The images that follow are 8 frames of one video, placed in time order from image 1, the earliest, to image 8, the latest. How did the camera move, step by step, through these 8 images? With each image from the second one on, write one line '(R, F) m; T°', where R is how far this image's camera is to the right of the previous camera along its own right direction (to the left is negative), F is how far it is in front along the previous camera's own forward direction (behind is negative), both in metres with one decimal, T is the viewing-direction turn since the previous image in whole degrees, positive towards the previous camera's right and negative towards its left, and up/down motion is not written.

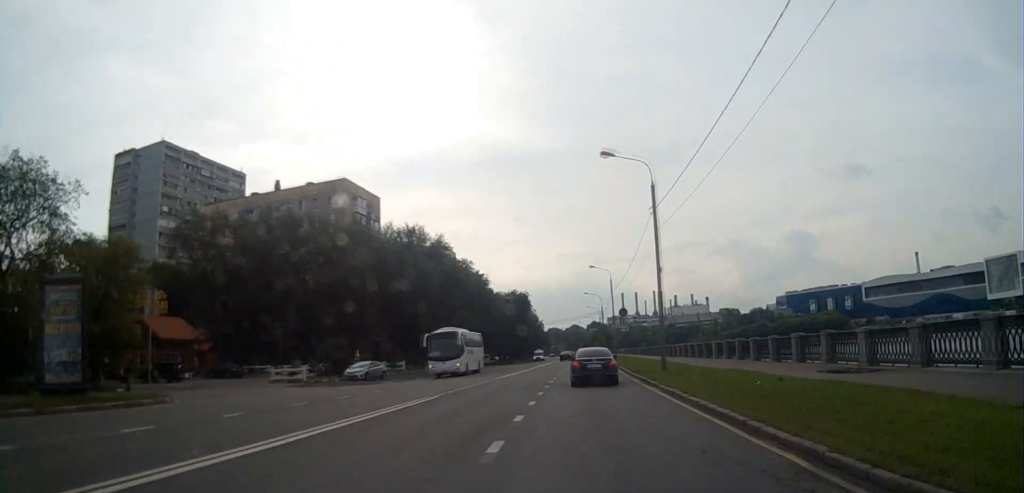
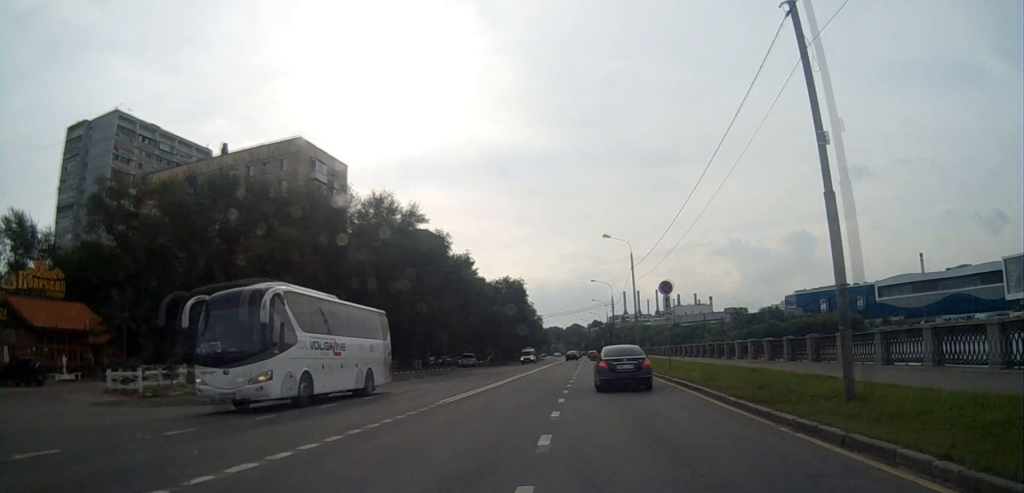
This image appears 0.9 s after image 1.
(+0.2, +20.1) m; 0°
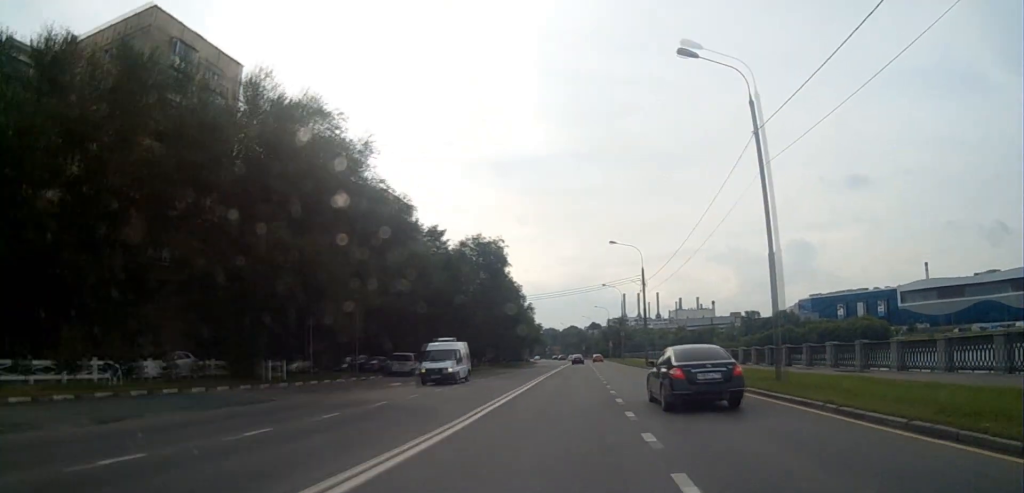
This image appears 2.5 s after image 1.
(+0.1, +34.4) m; +1°
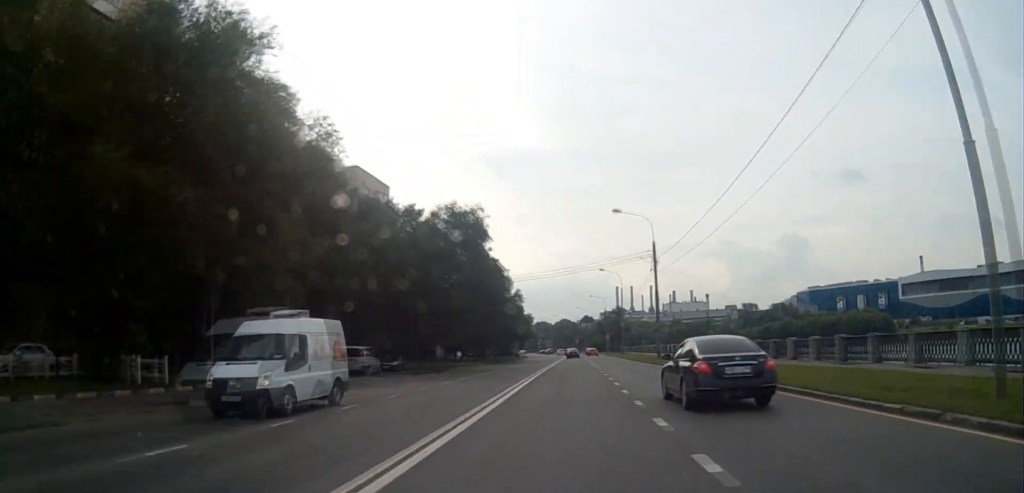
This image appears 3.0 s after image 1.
(0.0, +11.2) m; 0°
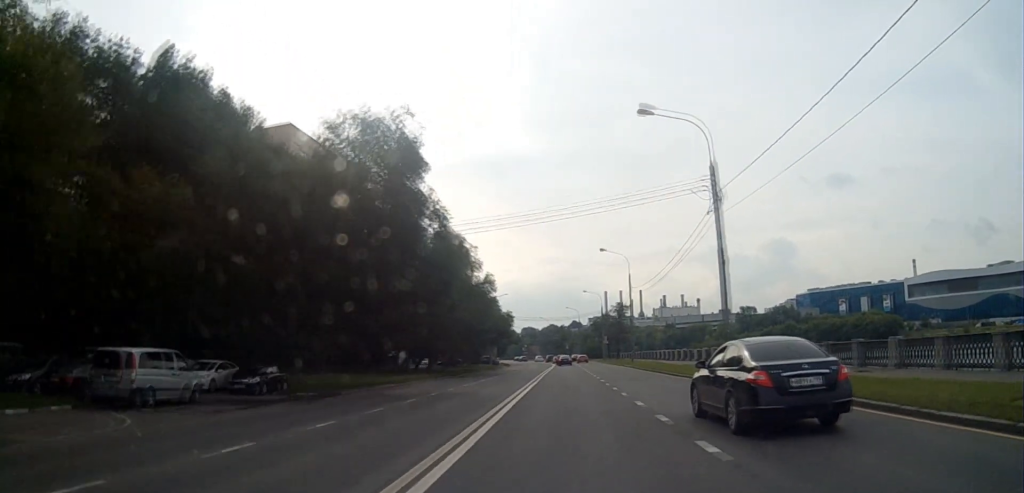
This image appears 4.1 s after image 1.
(+0.1, +22.0) m; +1°
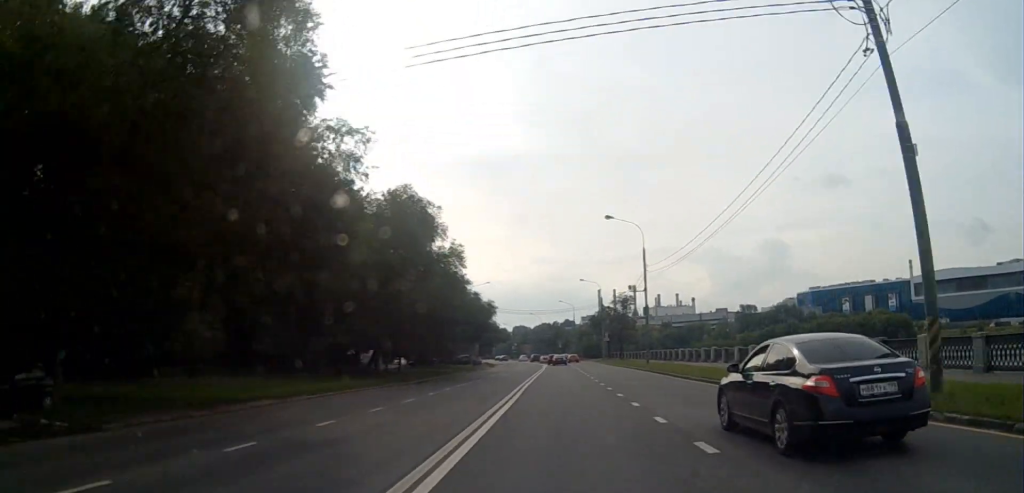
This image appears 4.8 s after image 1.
(+0.2, +14.9) m; +1°
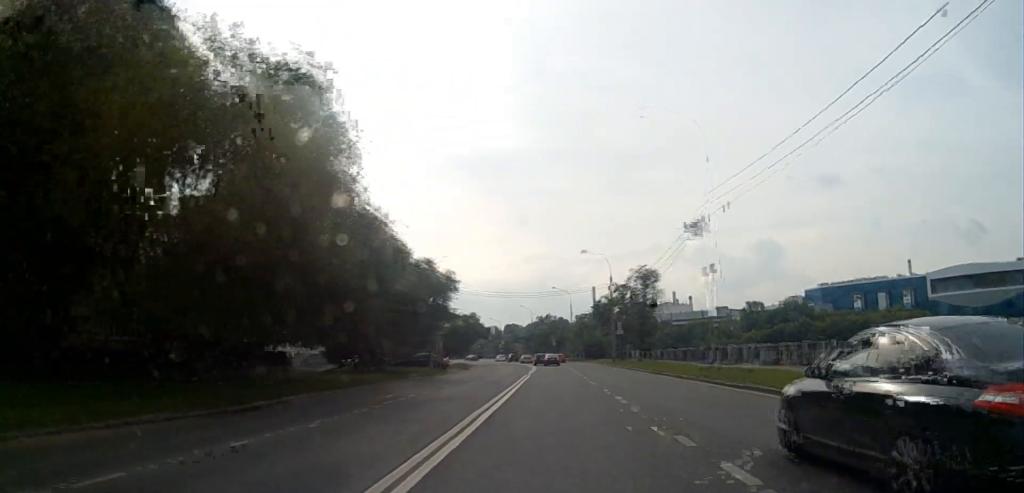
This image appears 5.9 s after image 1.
(+0.1, +22.2) m; +1°
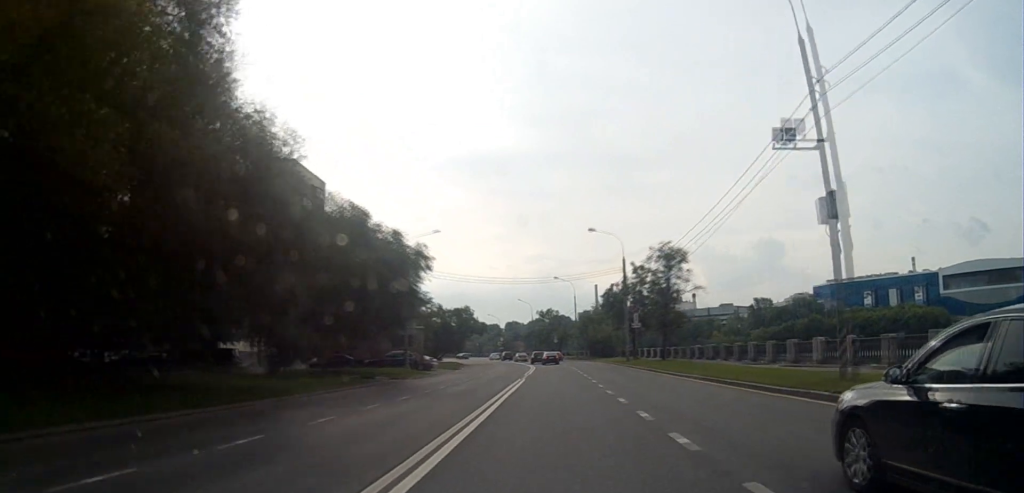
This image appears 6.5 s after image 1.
(+0.1, +12.0) m; 0°
